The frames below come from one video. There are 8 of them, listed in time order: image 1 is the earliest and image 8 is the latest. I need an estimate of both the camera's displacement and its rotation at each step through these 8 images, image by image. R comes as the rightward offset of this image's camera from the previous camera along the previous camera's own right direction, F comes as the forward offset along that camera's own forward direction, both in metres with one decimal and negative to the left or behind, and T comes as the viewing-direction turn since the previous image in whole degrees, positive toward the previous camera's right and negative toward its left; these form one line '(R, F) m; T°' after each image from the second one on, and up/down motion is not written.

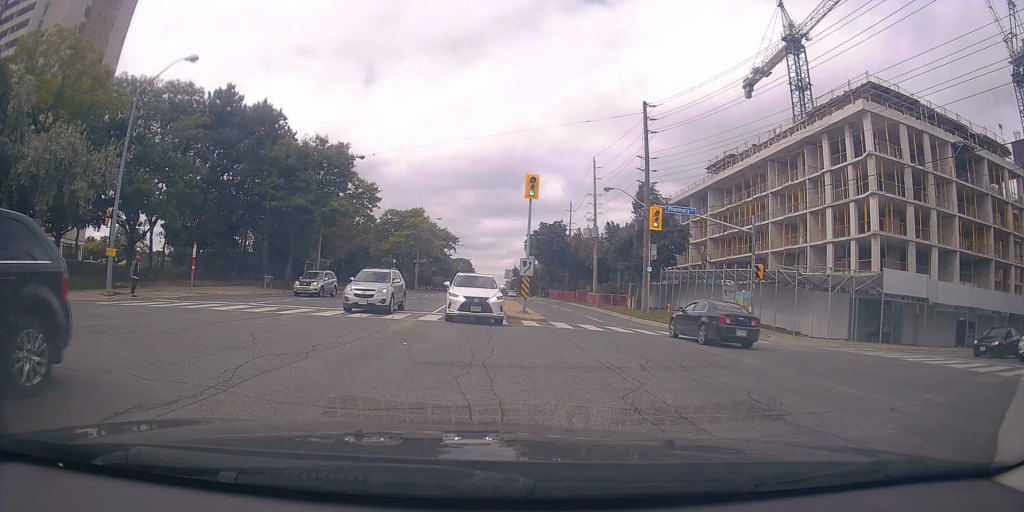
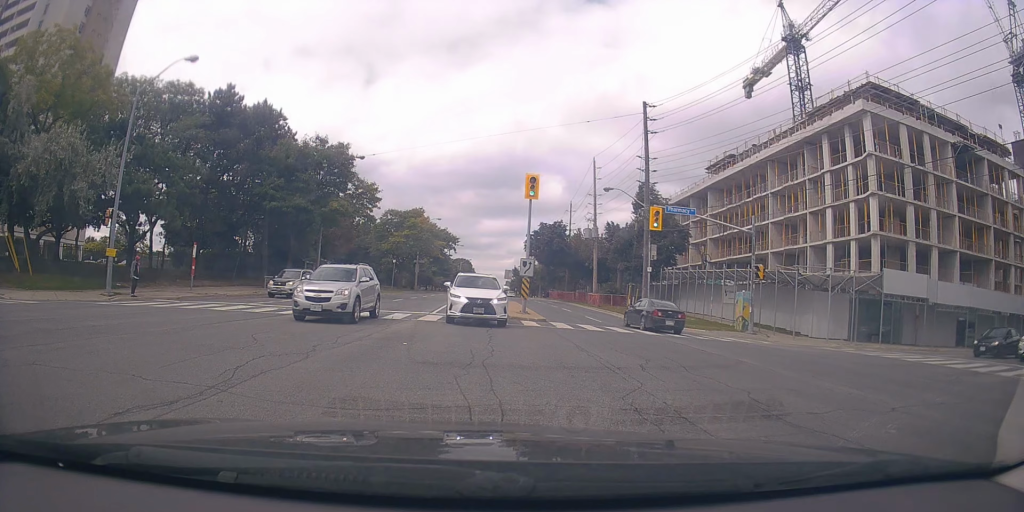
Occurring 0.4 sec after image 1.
(0.0, 0.0) m; 0°
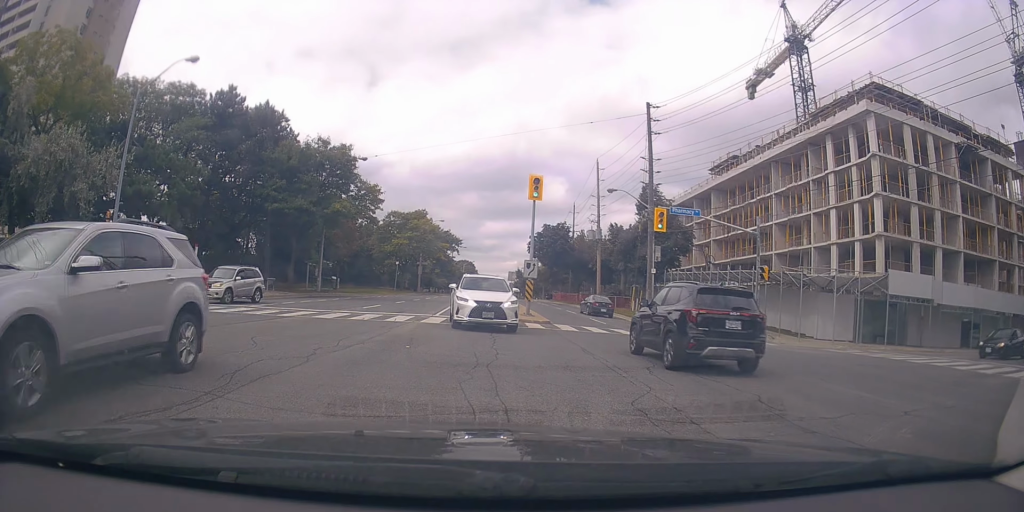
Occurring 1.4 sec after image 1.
(0.0, 0.0) m; 0°
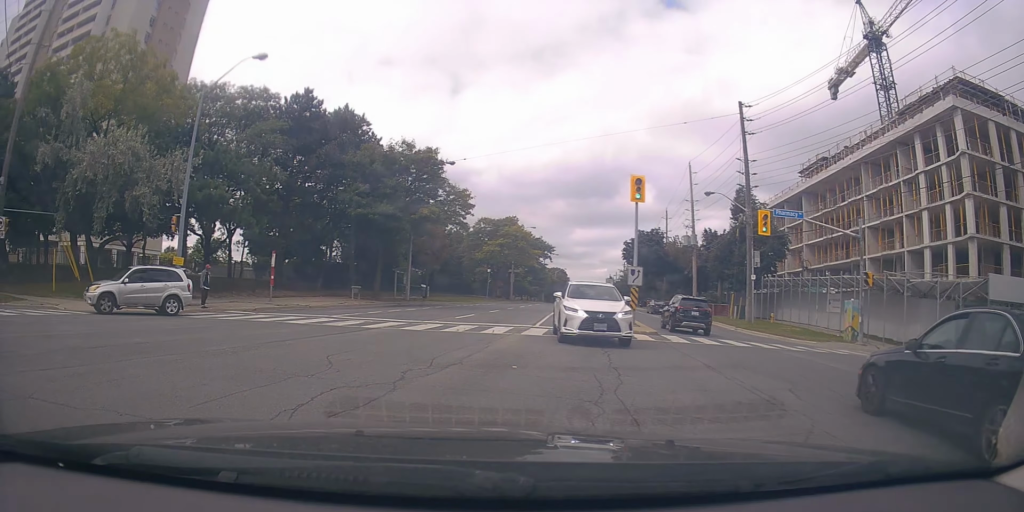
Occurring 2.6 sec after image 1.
(+0.1, +1.1) m; -3°
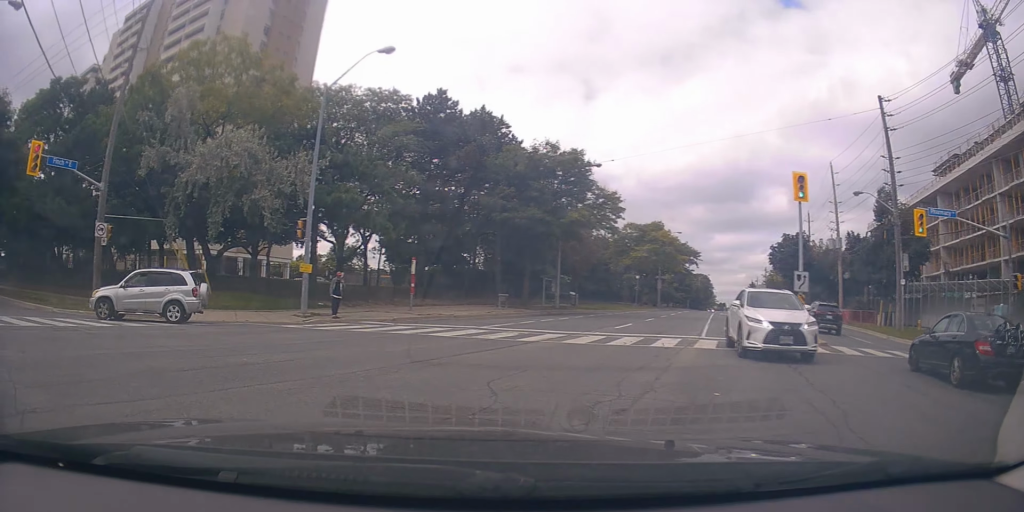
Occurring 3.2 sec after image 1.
(0.0, +1.6) m; -12°
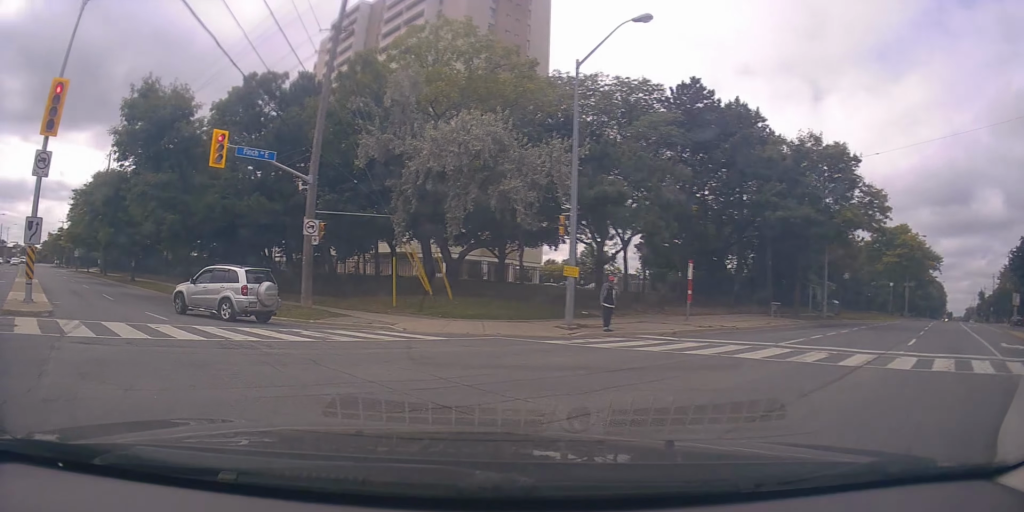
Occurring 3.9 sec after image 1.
(-0.5, +3.0) m; -16°
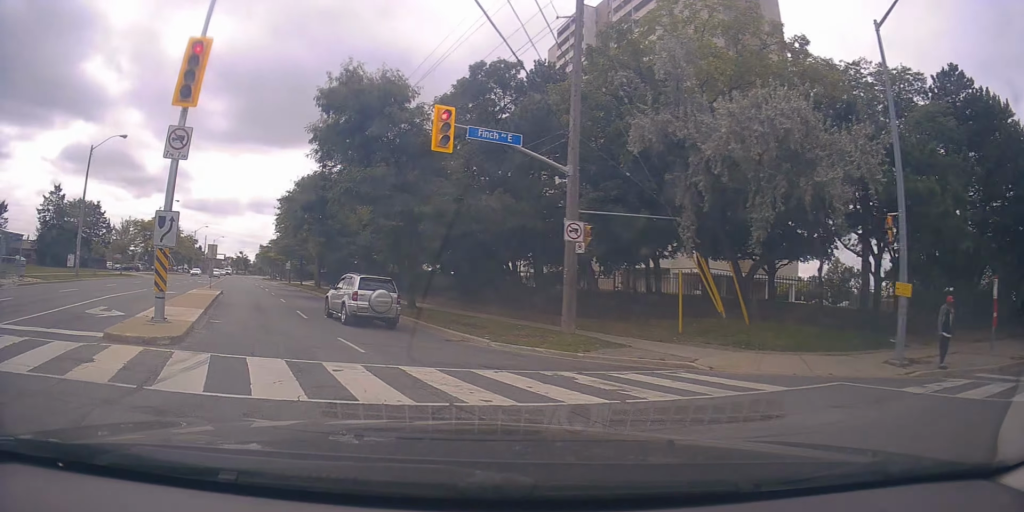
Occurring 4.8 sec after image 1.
(-0.7, +4.8) m; -16°
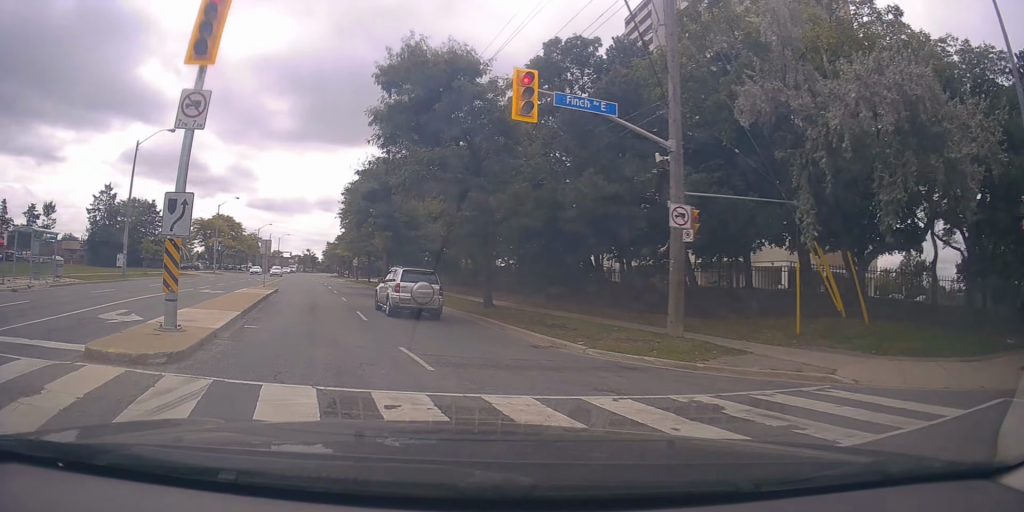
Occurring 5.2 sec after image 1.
(0.0, +2.7) m; -7°
